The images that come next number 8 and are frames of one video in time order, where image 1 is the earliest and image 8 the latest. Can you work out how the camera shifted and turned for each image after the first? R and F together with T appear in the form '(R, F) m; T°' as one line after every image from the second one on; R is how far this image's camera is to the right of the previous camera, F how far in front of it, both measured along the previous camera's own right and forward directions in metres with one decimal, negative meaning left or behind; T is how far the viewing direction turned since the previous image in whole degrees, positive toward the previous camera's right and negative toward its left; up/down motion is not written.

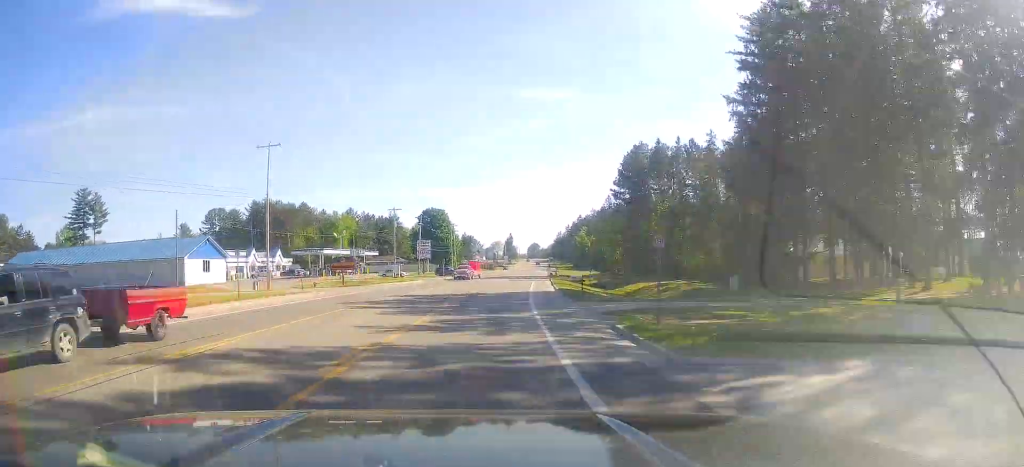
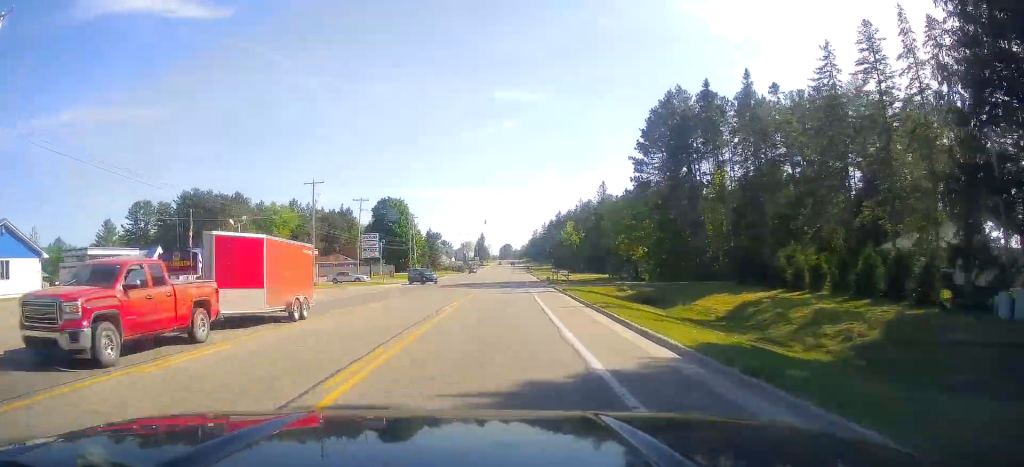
(+1.2, +31.7) m; +3°
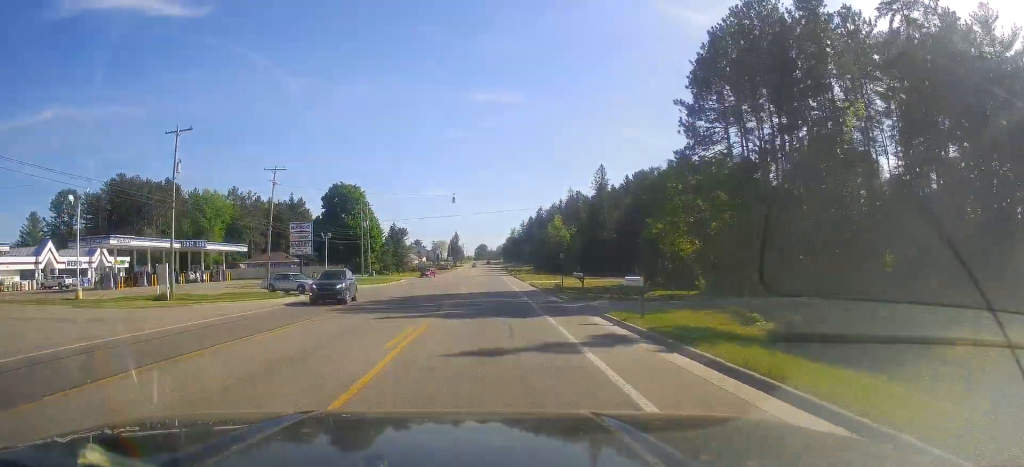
(-0.1, +26.5) m; +1°
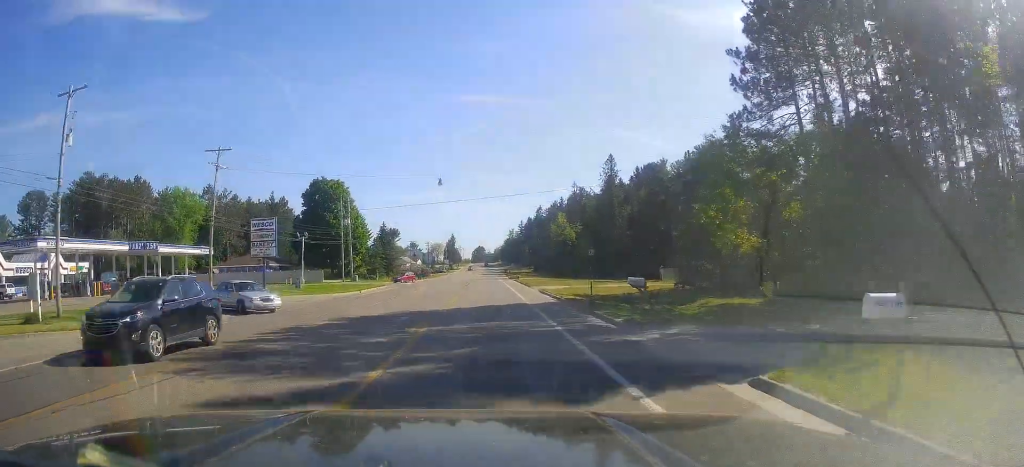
(+0.1, +12.2) m; +1°
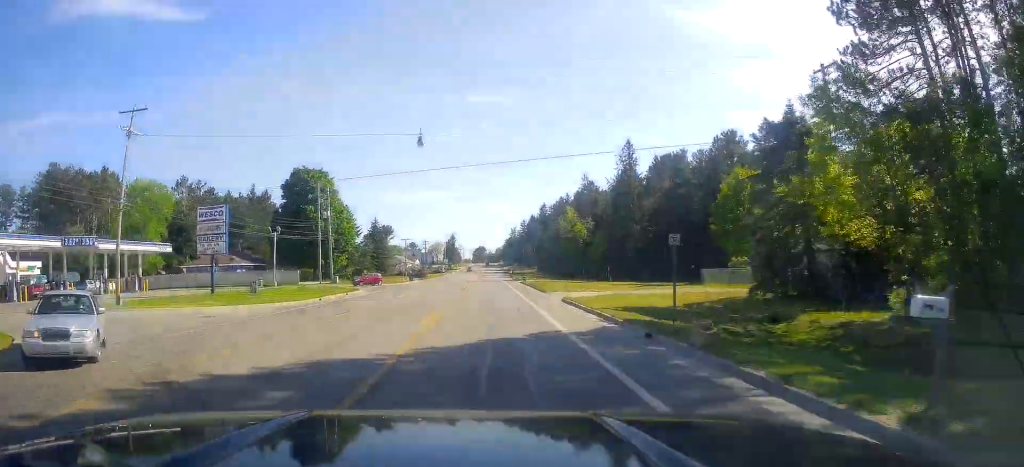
(+0.7, +12.7) m; 0°
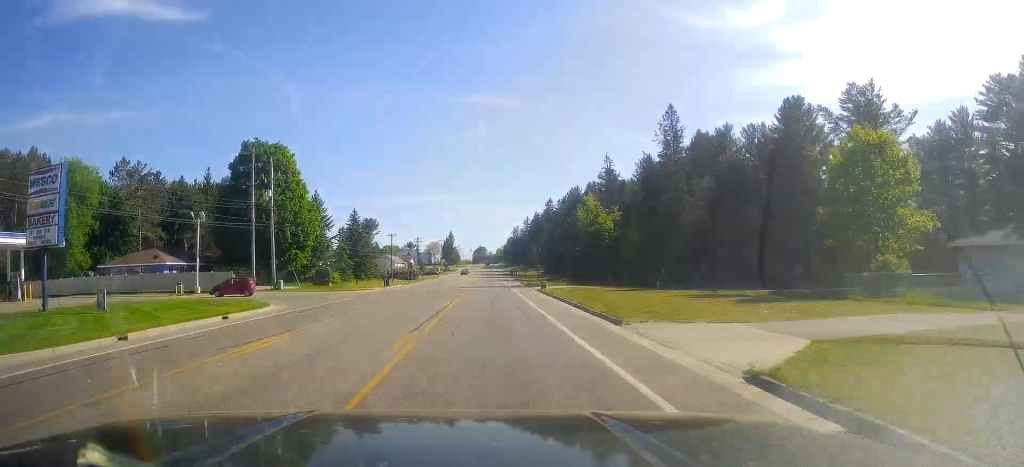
(-1.0, +22.1) m; 0°
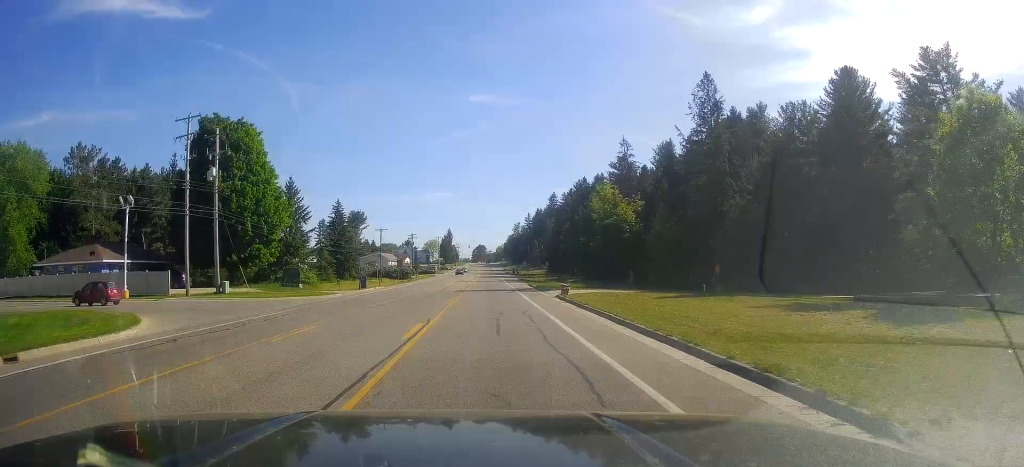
(+0.6, +12.1) m; +1°
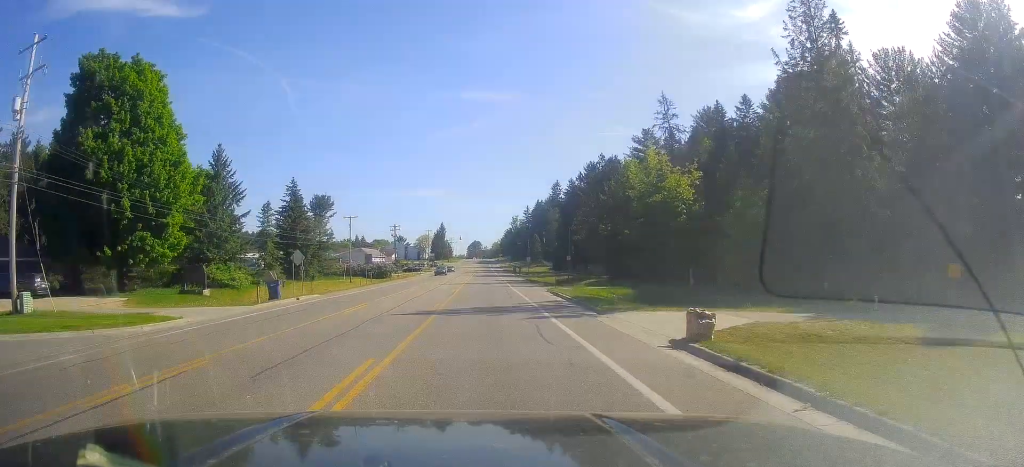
(-0.1, +22.7) m; 0°
